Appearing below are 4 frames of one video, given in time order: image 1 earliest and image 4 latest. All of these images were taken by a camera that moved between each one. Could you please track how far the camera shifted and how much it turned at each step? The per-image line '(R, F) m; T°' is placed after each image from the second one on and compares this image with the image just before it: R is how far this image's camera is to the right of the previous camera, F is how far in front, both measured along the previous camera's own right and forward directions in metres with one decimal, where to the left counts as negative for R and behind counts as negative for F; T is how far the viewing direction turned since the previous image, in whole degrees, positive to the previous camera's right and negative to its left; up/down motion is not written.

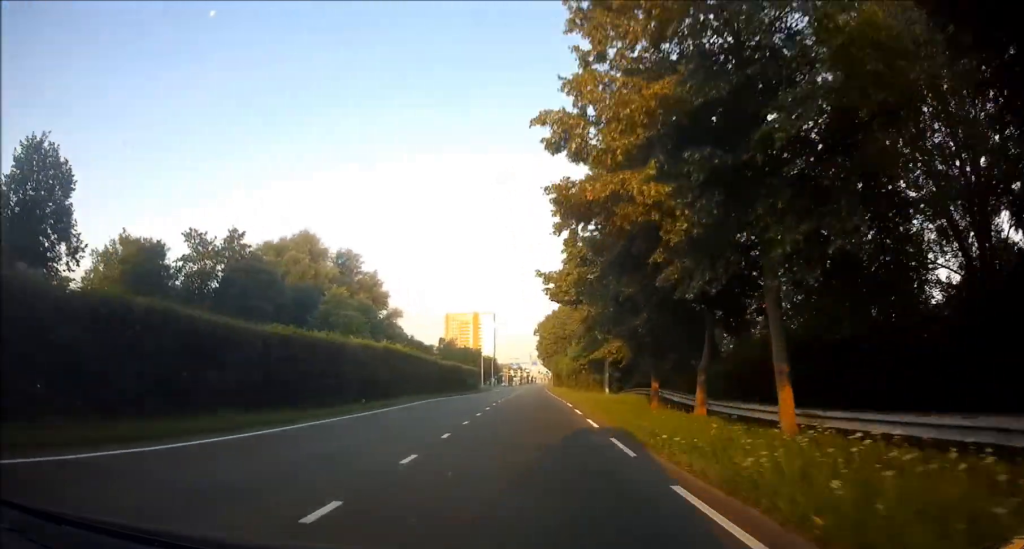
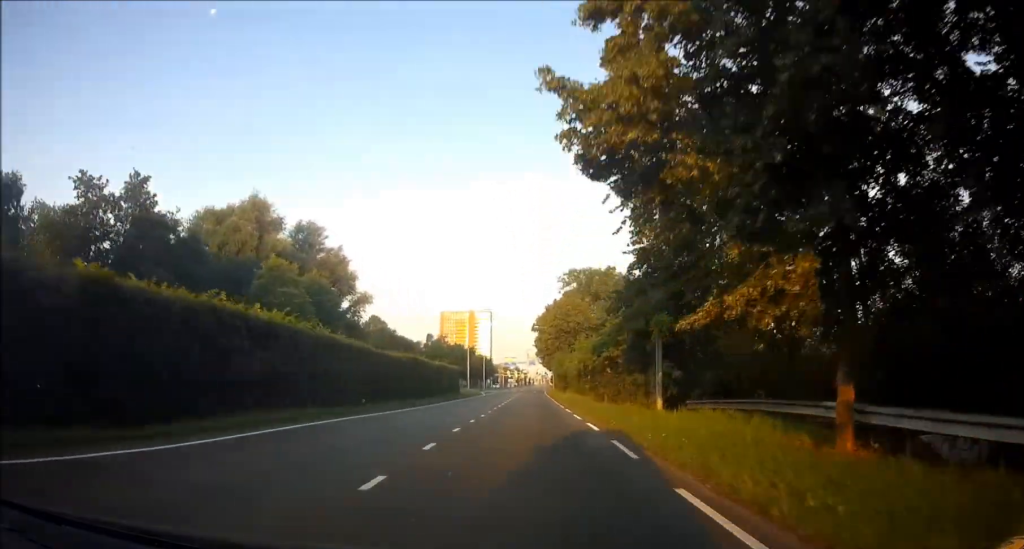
(0.0, +18.1) m; +1°
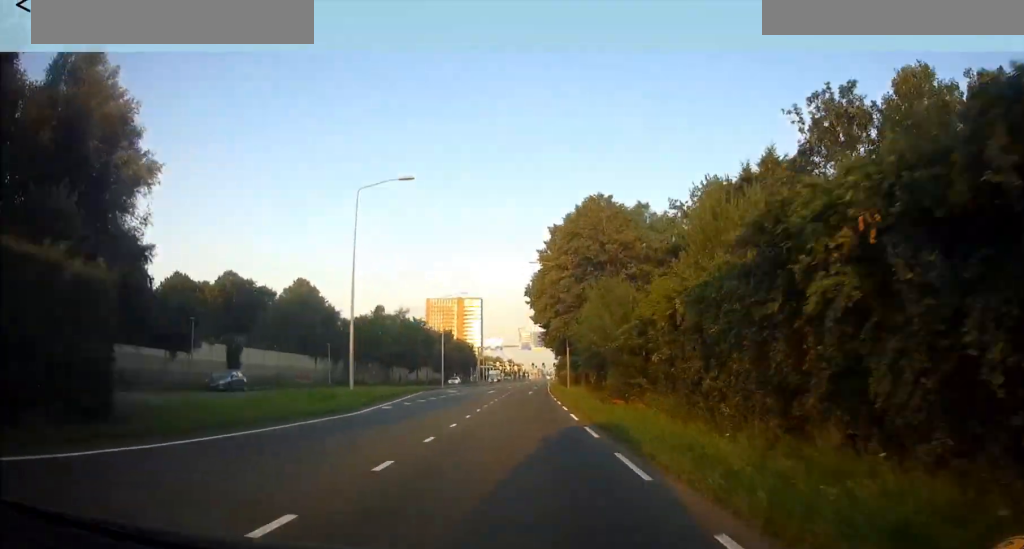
(+1.0, +50.3) m; +1°
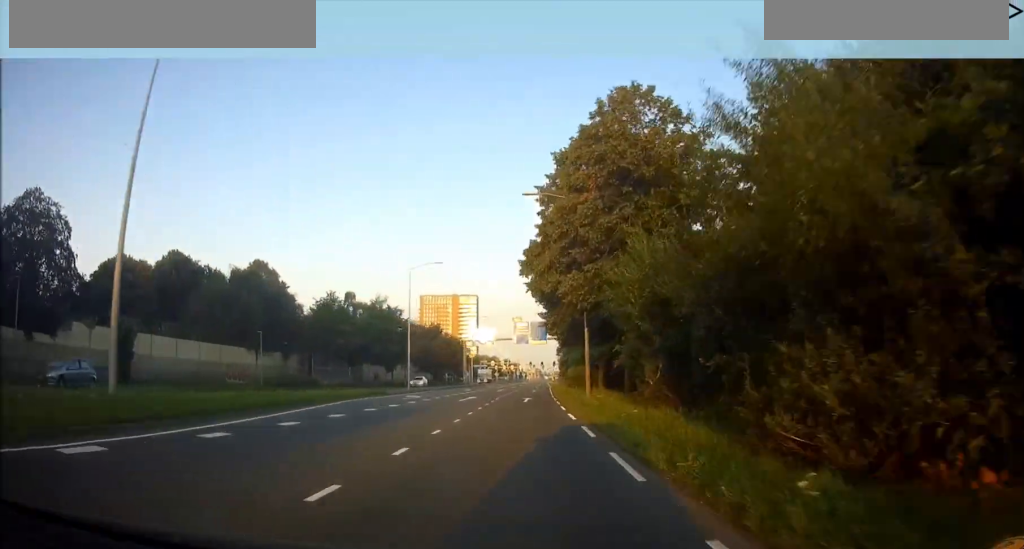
(-0.1, +18.2) m; 0°
